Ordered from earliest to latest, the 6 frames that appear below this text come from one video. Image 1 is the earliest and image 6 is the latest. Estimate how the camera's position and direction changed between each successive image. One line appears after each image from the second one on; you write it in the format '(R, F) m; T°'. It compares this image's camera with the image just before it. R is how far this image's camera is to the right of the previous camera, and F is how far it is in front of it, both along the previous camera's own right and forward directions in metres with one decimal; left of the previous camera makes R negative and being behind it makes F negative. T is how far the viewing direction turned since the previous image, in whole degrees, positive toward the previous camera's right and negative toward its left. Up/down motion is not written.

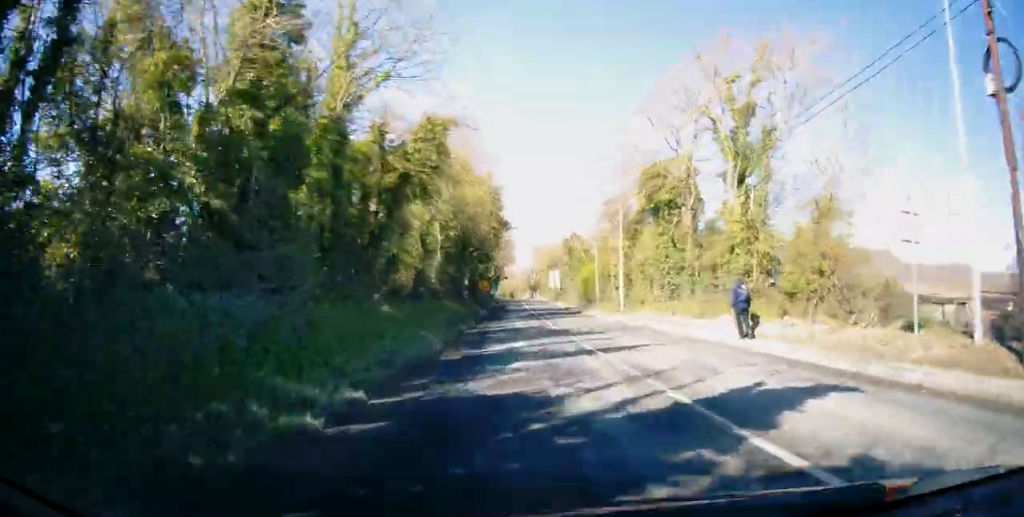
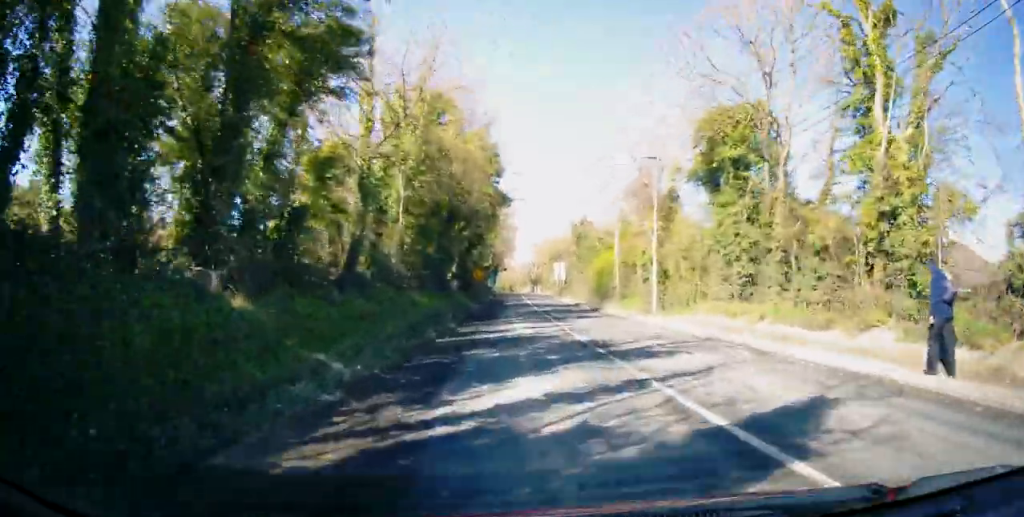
(-0.3, +9.9) m; 0°
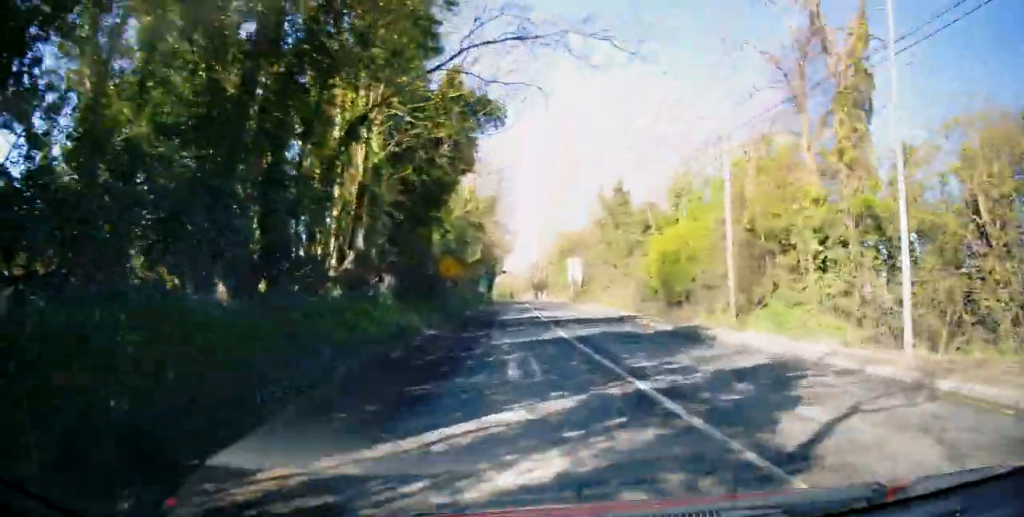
(+0.1, +22.7) m; 0°
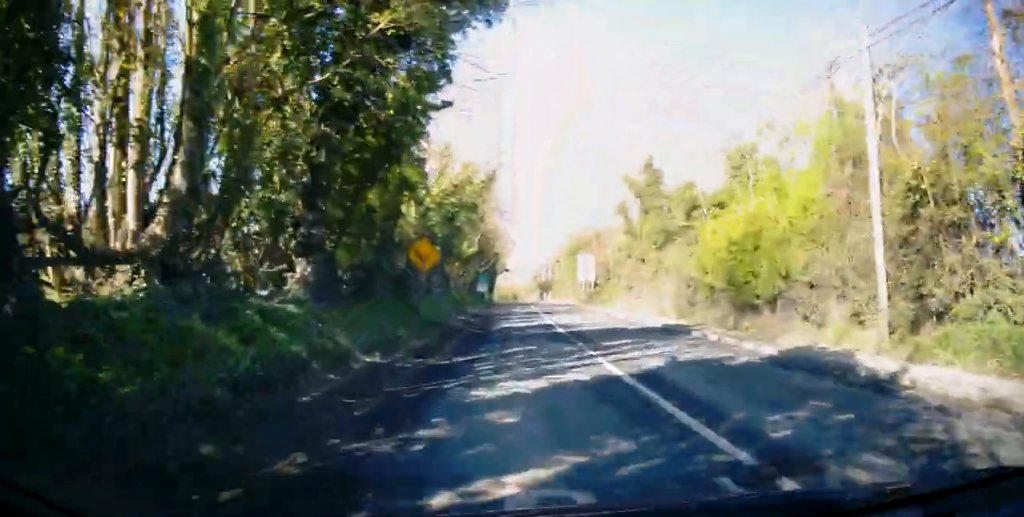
(+0.1, +8.7) m; 0°
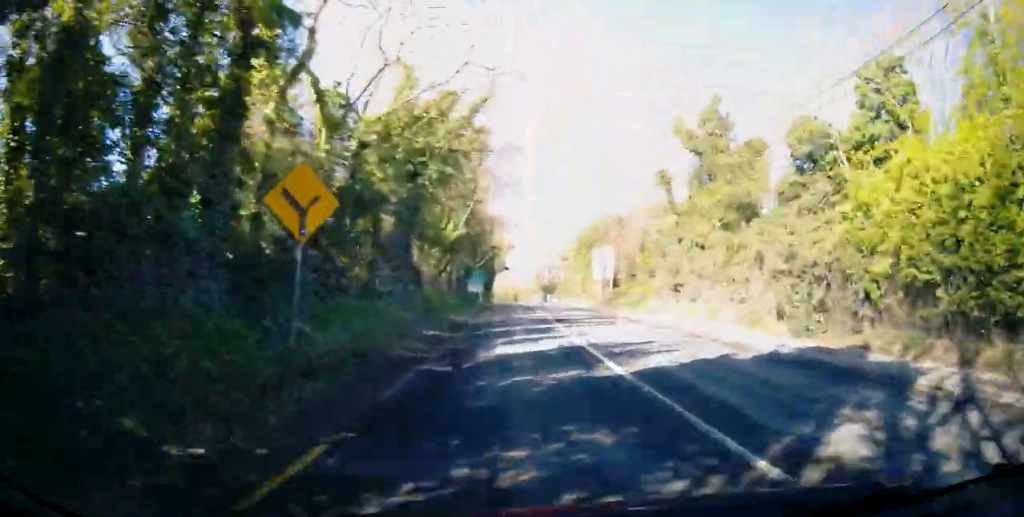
(+0.2, +11.6) m; -1°
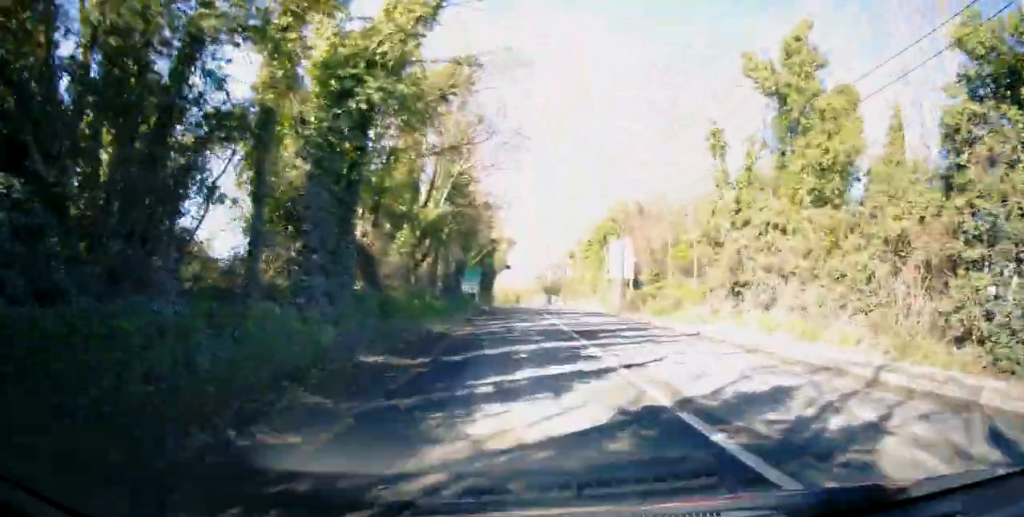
(-0.2, +7.9) m; -1°
